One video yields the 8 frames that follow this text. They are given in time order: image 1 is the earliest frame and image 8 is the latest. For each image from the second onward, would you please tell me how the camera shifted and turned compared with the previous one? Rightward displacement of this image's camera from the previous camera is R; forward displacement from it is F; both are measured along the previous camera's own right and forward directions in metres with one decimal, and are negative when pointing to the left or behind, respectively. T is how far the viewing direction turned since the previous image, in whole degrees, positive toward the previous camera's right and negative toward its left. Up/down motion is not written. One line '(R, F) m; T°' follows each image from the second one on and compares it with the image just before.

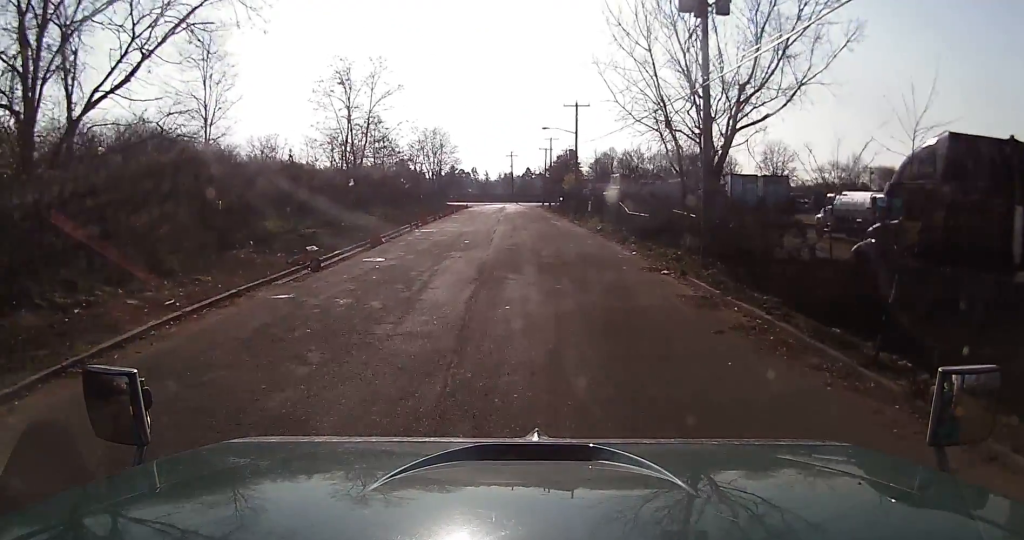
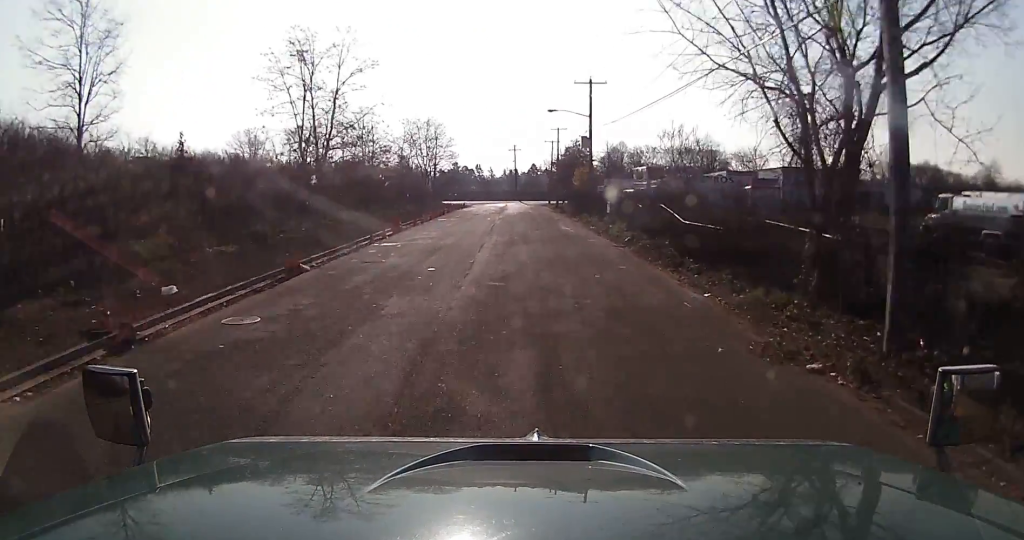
(-0.2, +10.1) m; -5°
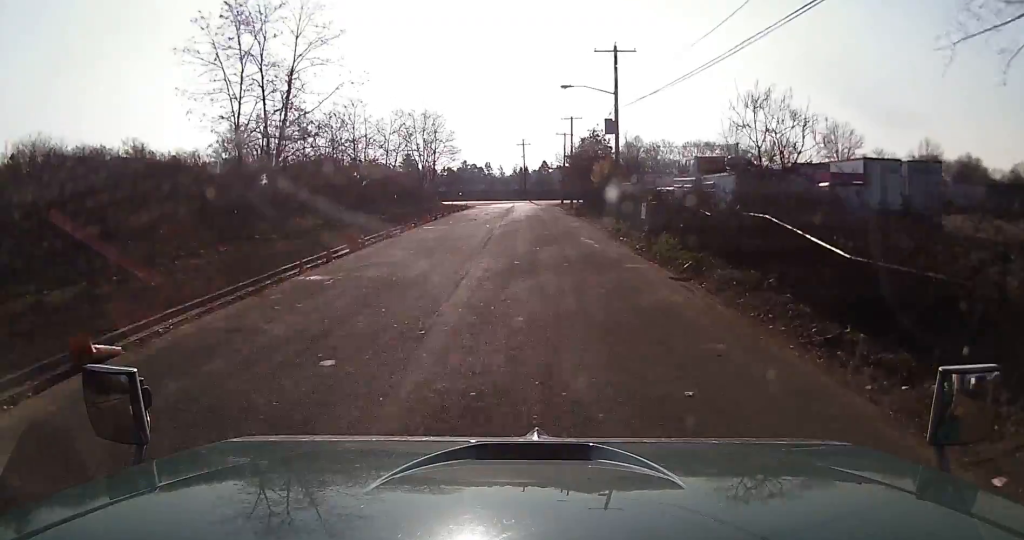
(-0.2, +9.8) m; -1°
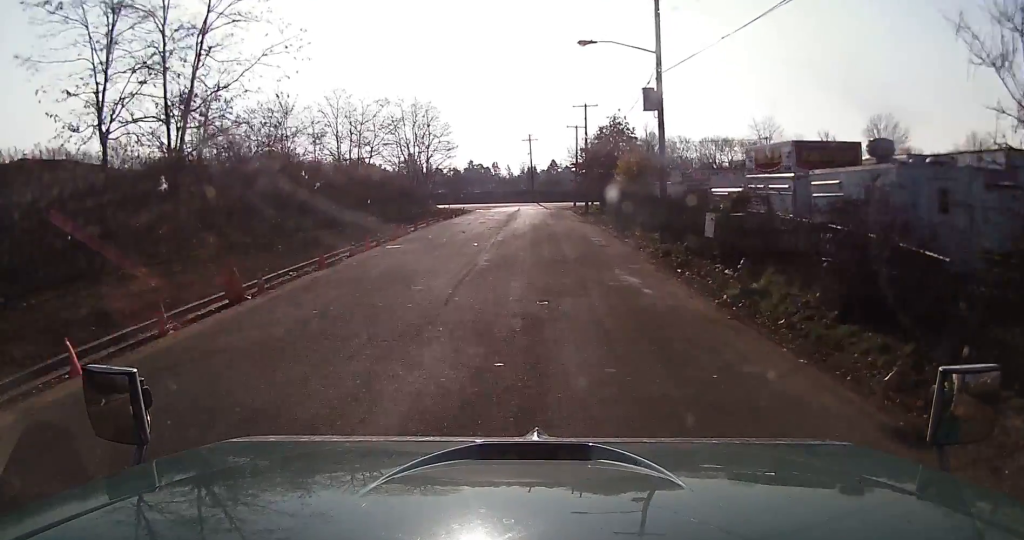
(+0.2, +11.2) m; +2°
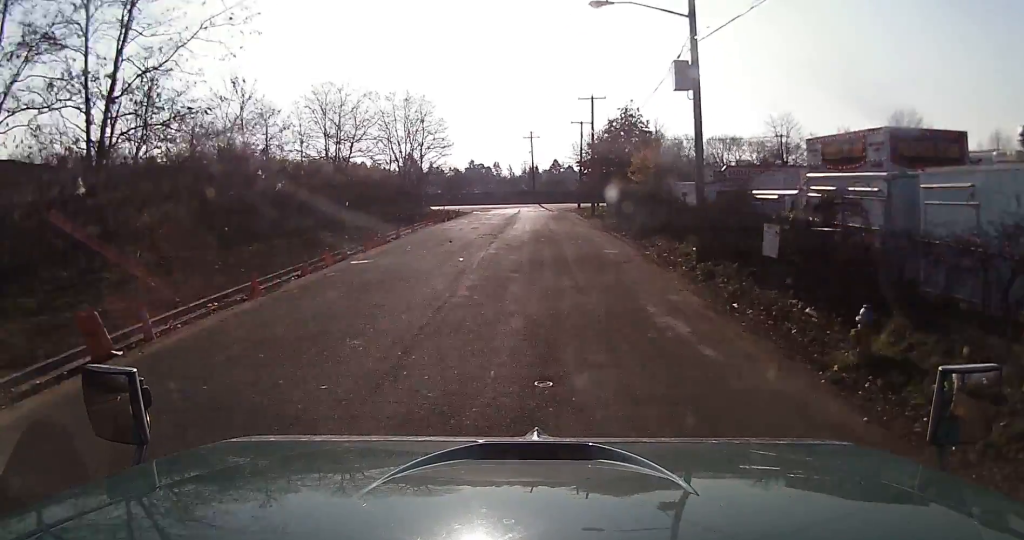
(+0.2, +5.5) m; -1°
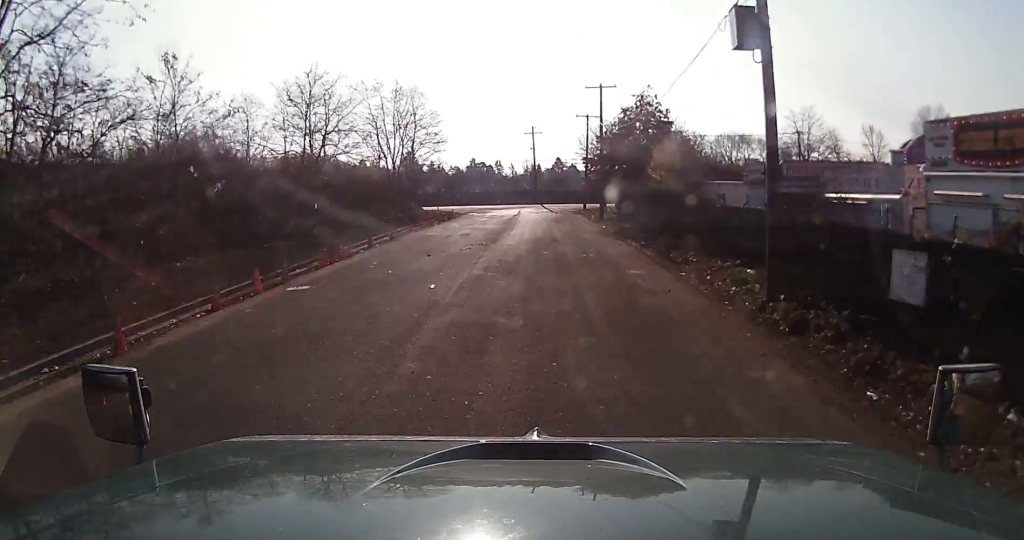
(-0.2, +6.2) m; -2°
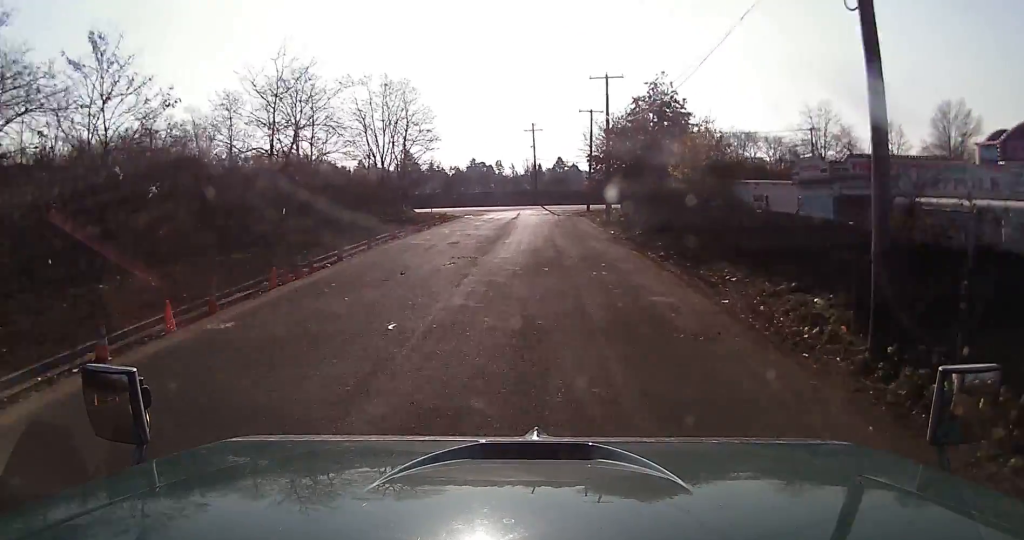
(-0.1, +4.5) m; -1°
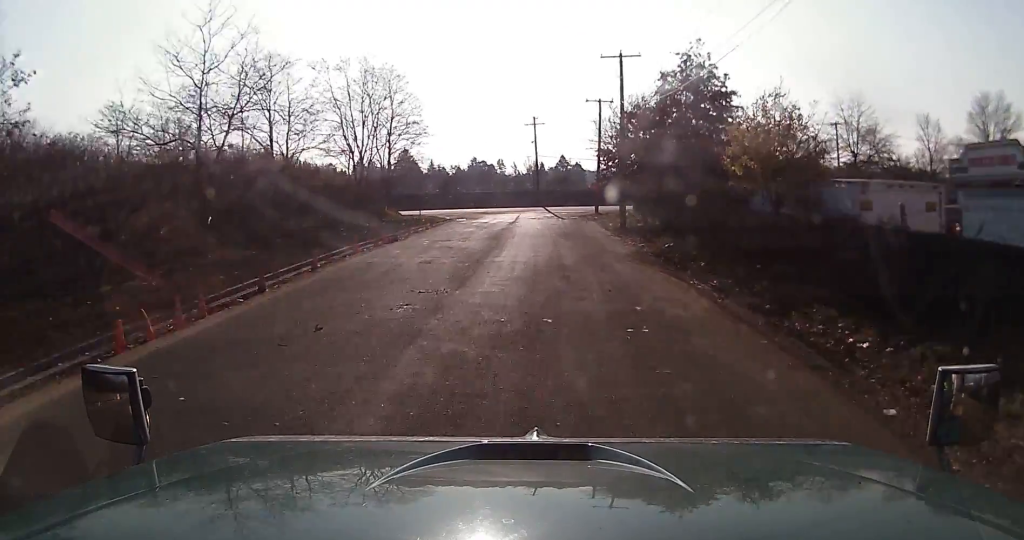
(0.0, +7.5) m; +1°
